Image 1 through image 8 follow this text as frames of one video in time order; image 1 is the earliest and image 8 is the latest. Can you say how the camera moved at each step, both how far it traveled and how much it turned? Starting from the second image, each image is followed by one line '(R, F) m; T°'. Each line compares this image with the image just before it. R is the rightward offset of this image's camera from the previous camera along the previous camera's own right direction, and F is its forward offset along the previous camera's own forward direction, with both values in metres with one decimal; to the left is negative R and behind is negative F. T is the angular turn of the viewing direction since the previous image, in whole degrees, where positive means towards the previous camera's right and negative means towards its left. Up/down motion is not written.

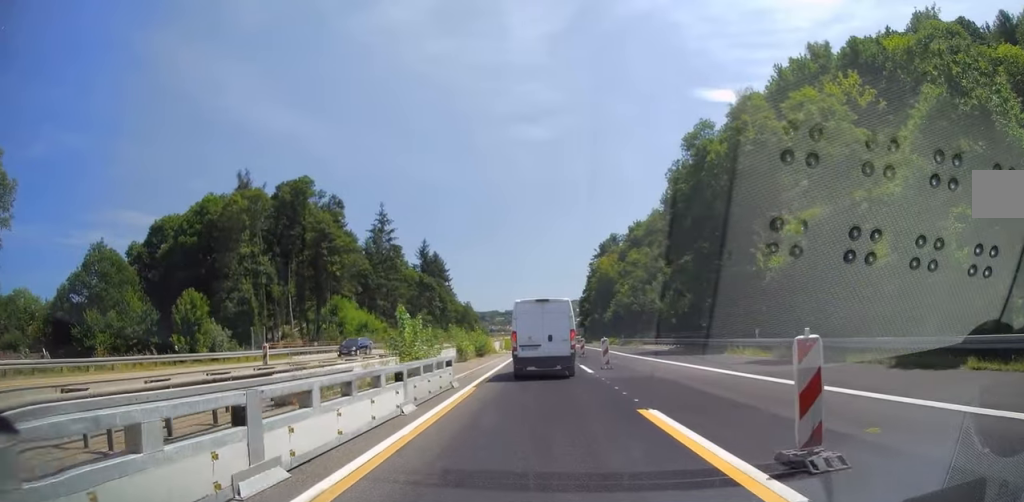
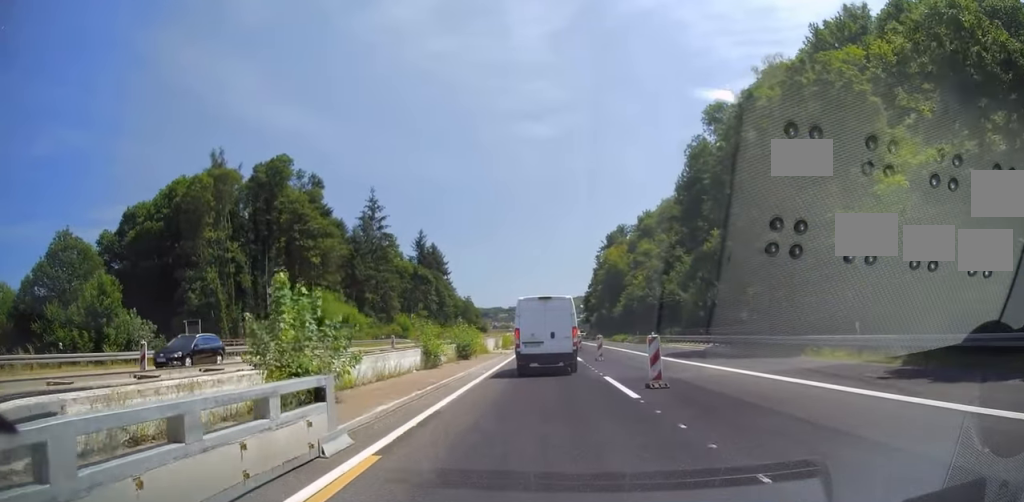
(0.0, +10.3) m; -1°
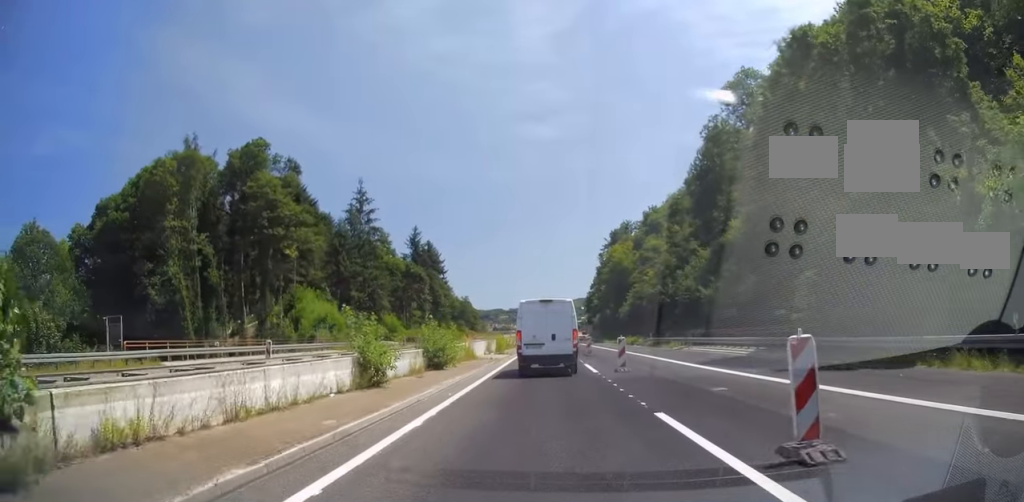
(-0.1, +8.4) m; -1°
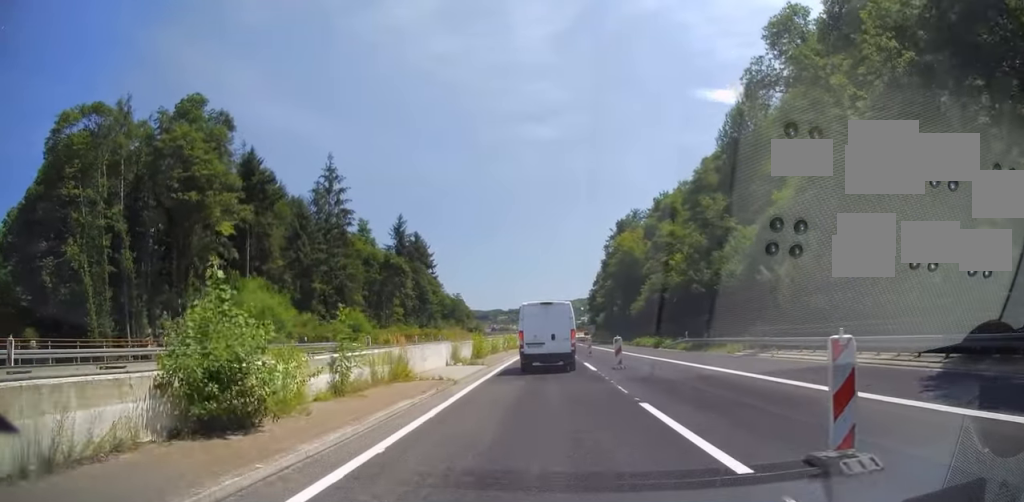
(-0.3, +16.3) m; -1°
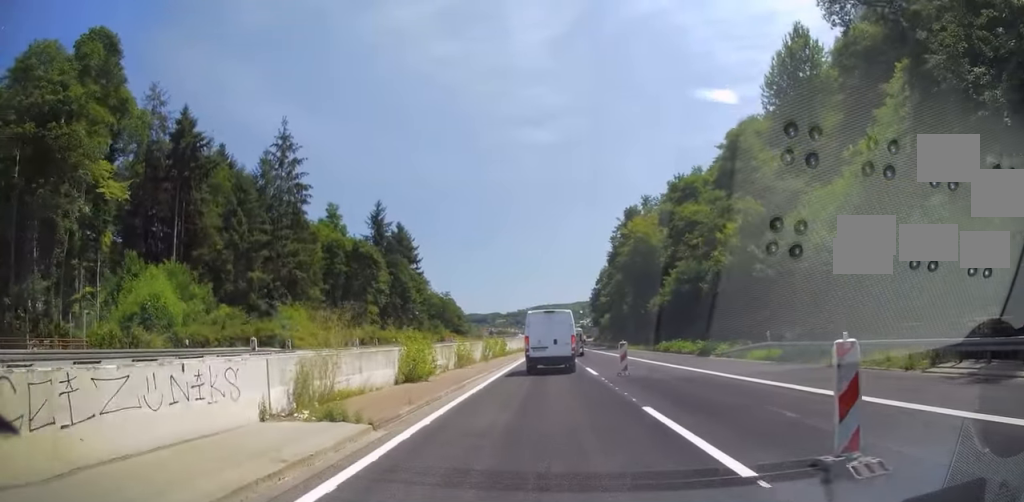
(-0.1, +17.3) m; 0°
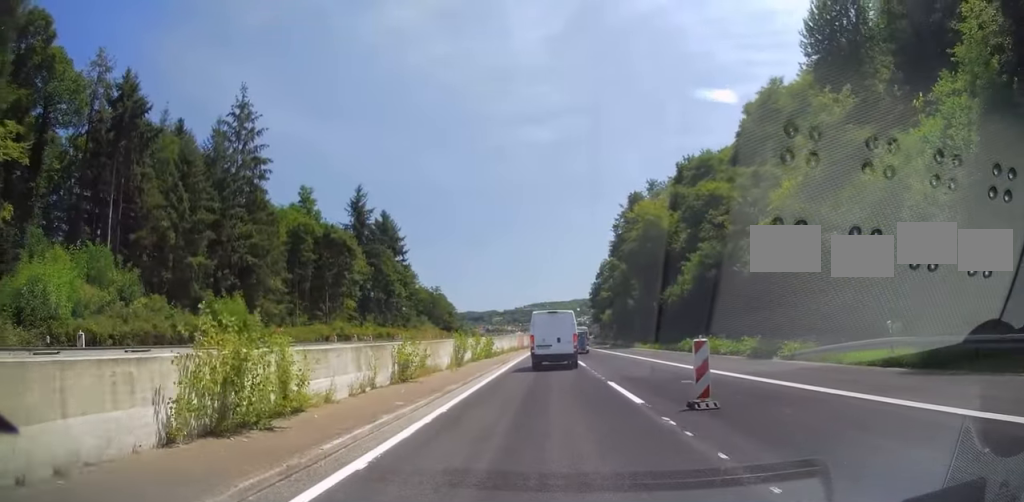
(+0.1, +10.9) m; +1°
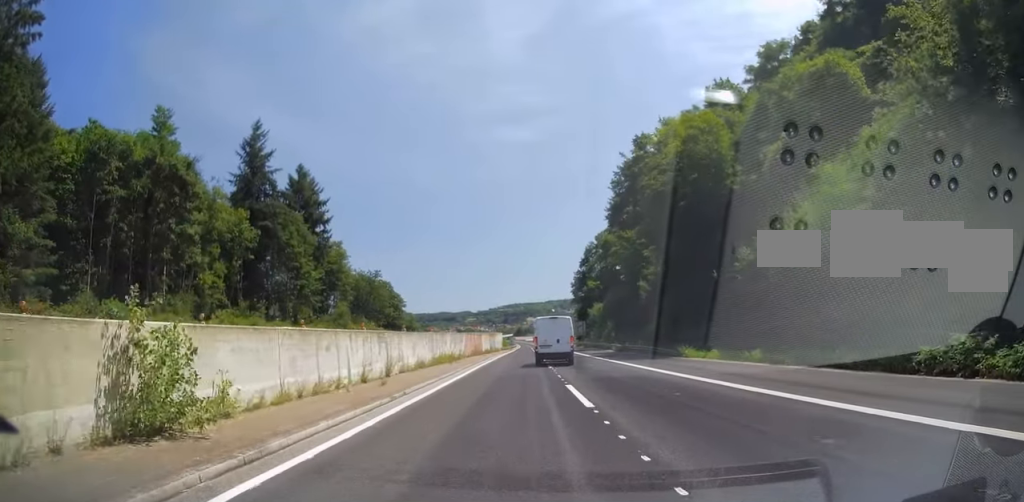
(+0.7, +34.9) m; +2°
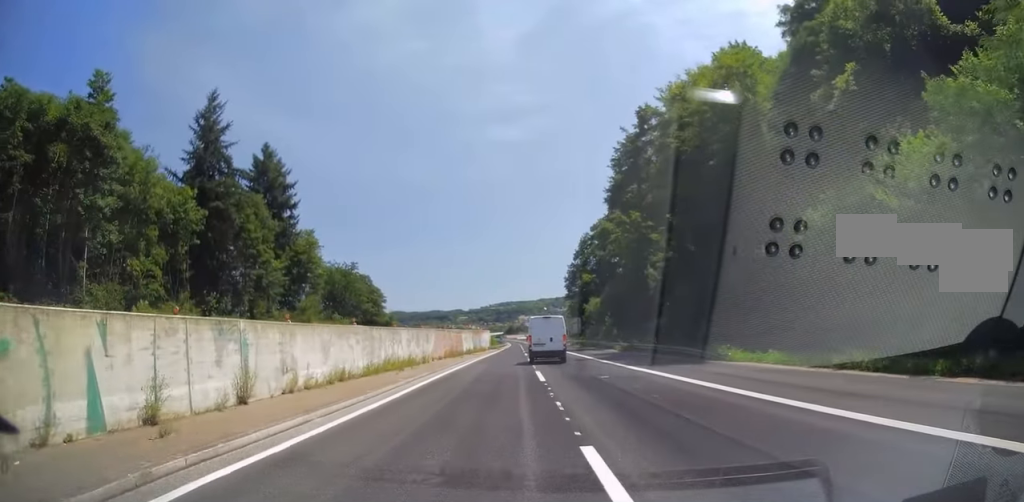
(0.0, +10.2) m; 0°
